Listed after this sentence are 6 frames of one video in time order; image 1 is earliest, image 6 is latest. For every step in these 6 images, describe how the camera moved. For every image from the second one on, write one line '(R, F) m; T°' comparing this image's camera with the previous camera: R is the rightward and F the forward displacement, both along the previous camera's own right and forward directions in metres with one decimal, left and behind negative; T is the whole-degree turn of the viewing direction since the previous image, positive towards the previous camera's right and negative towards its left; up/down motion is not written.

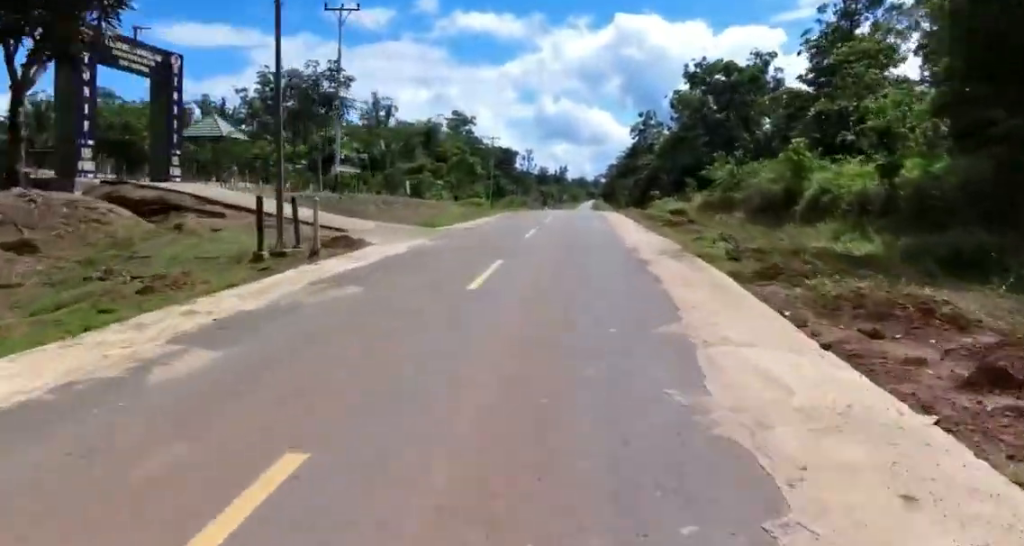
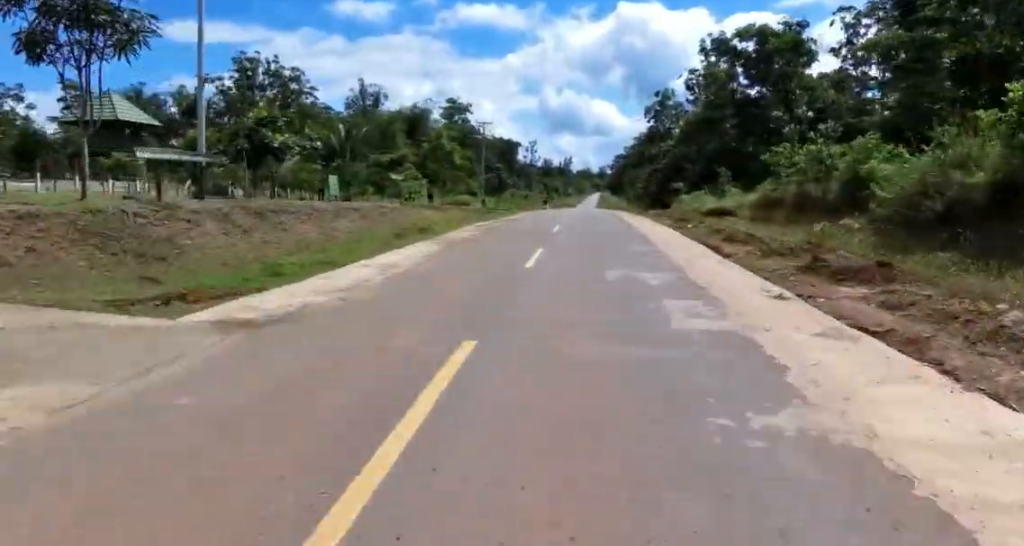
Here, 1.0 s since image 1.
(-1.7, +13.7) m; -5°
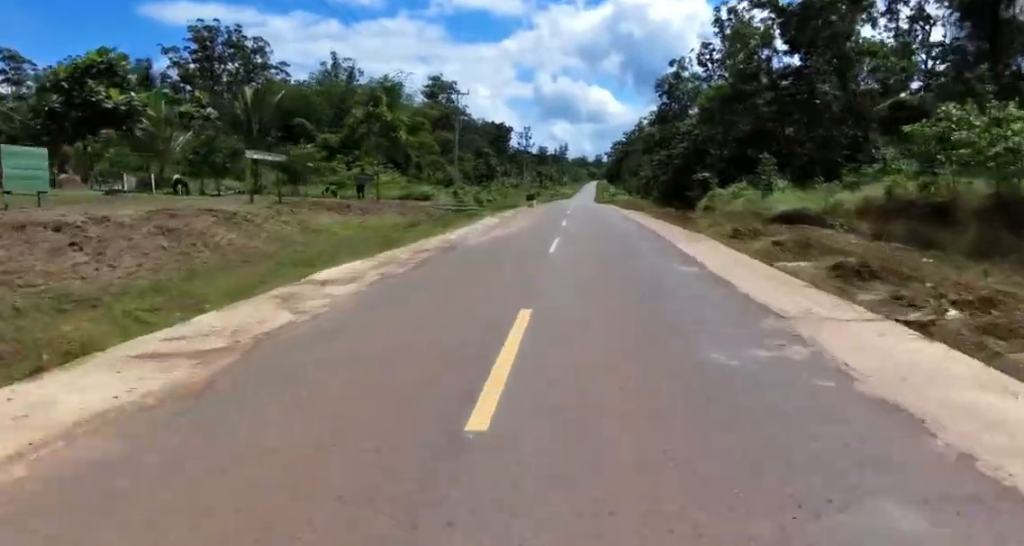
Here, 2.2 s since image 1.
(+0.7, +16.0) m; +3°
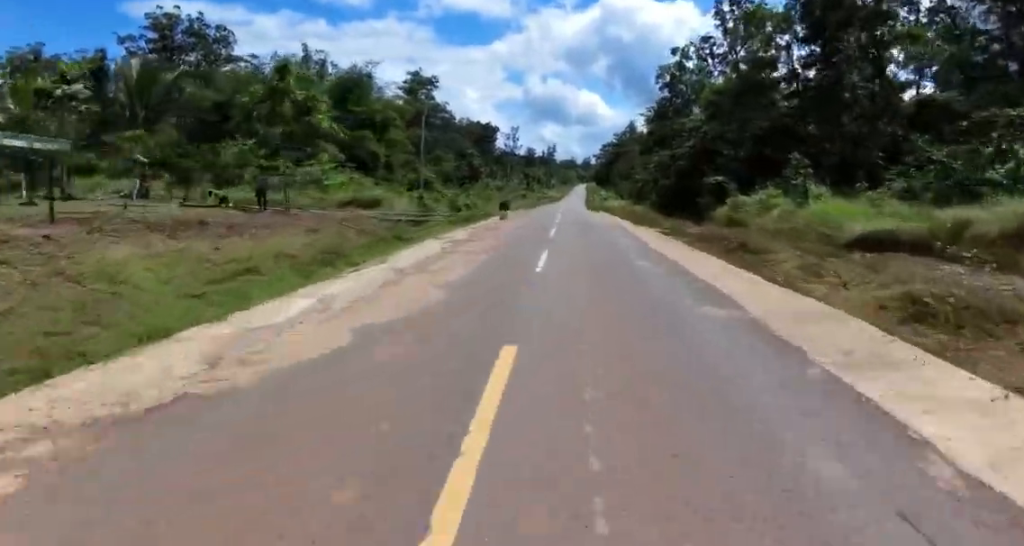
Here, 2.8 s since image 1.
(0.0, +8.9) m; +1°
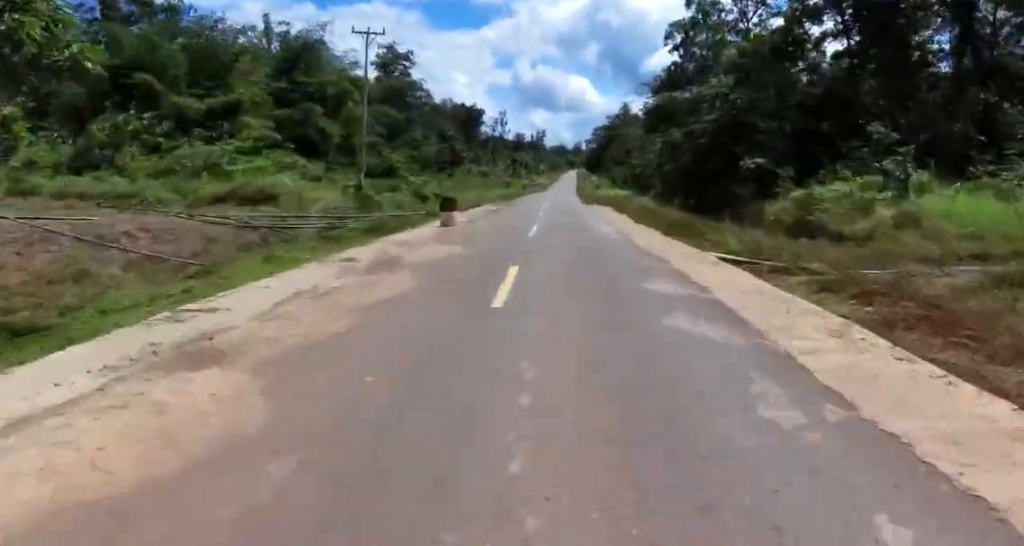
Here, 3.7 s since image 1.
(+0.2, +12.1) m; 0°
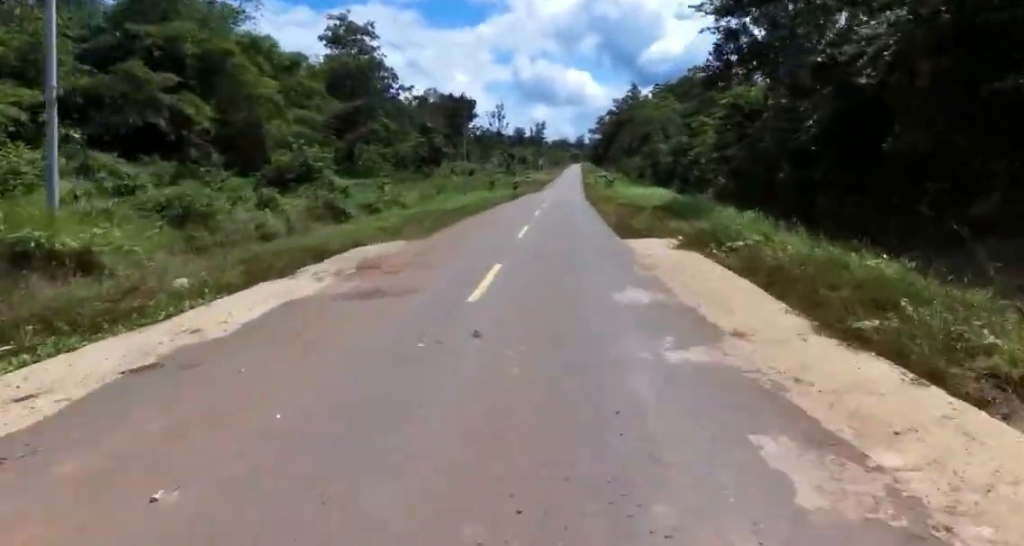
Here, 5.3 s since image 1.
(-0.2, +24.4) m; 0°
